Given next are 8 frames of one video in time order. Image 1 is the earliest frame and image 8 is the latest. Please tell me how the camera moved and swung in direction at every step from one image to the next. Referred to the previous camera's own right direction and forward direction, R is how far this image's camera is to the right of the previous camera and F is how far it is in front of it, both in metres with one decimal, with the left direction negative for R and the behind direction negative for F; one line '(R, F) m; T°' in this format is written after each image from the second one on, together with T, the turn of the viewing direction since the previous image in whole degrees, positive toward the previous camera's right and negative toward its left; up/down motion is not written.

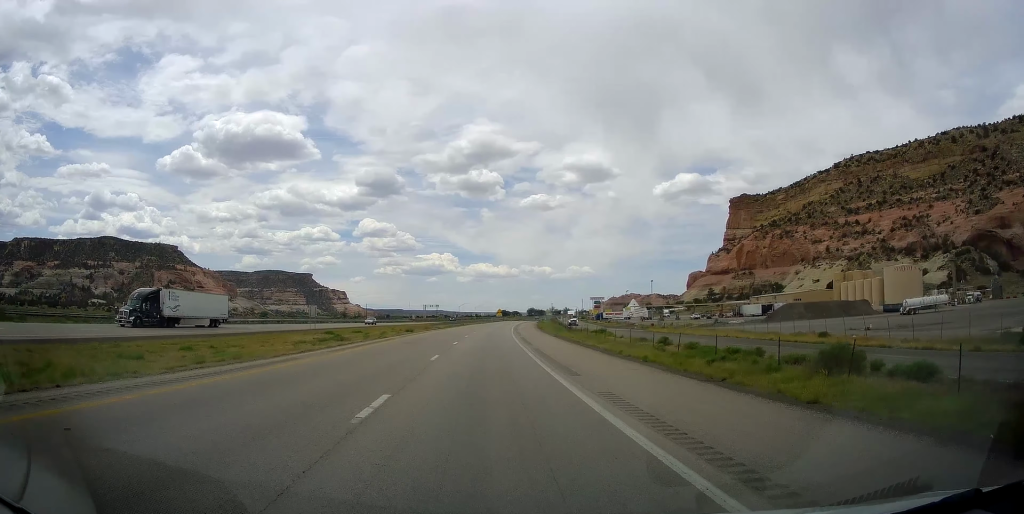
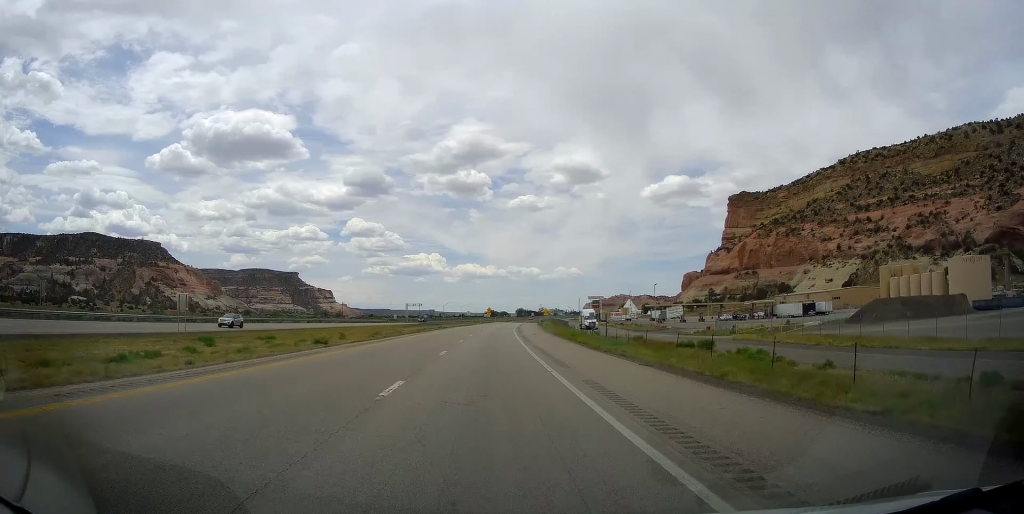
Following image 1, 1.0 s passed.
(+0.6, +34.4) m; +2°
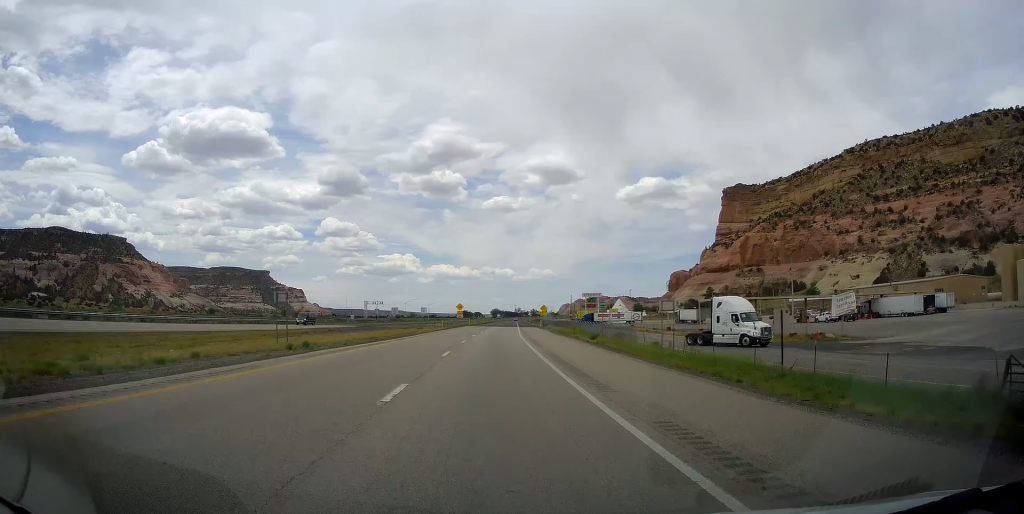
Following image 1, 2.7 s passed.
(+1.6, +61.6) m; +3°
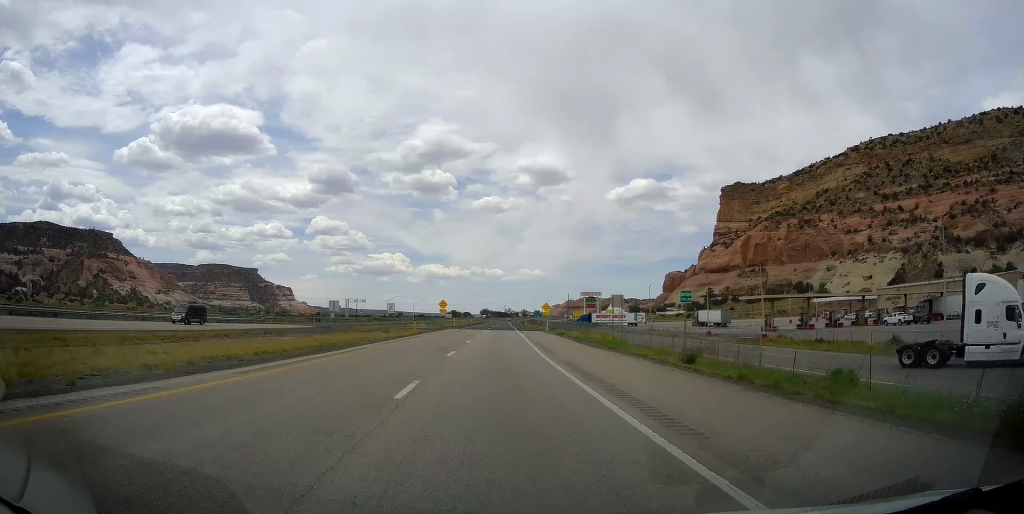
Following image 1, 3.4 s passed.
(+0.6, +23.6) m; +1°
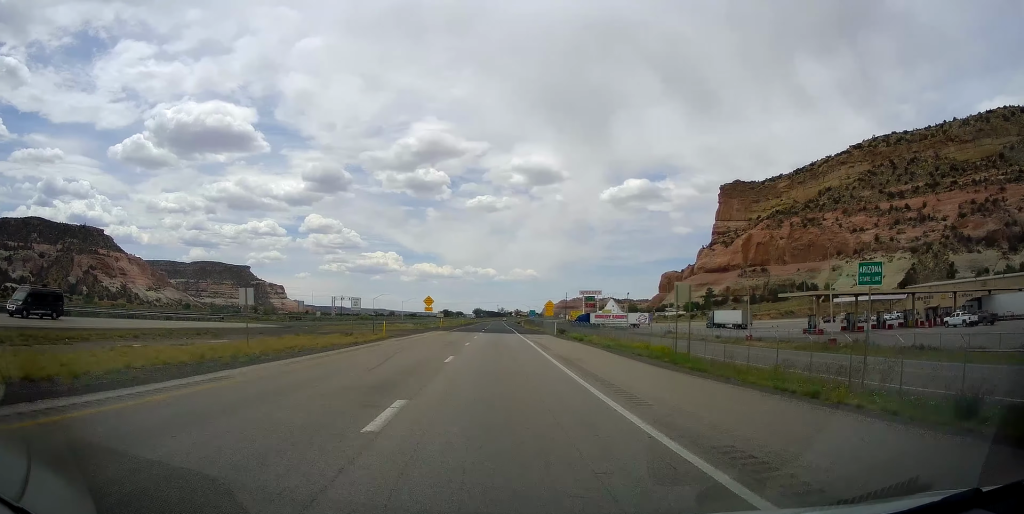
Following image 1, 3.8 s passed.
(+0.4, +15.3) m; 0°
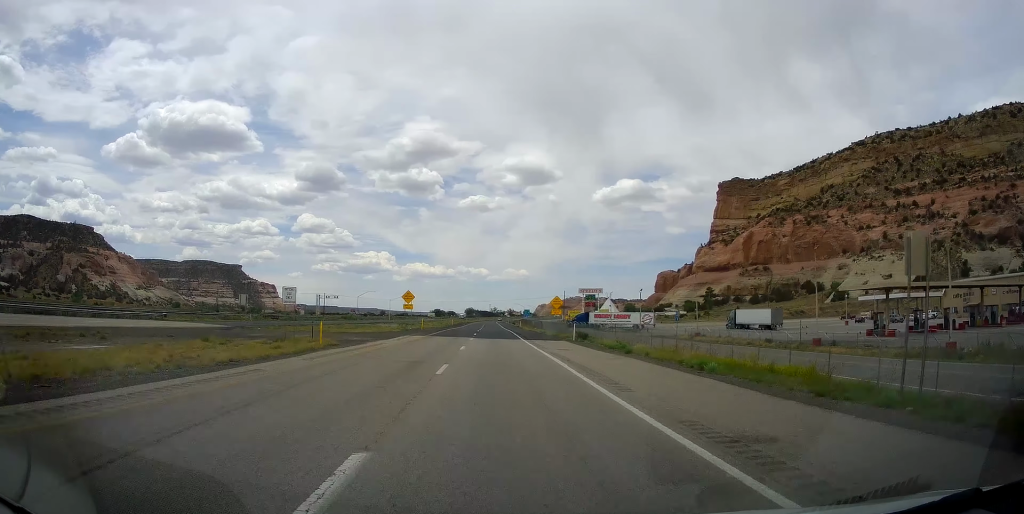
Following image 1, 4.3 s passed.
(-0.3, +16.5) m; 0°
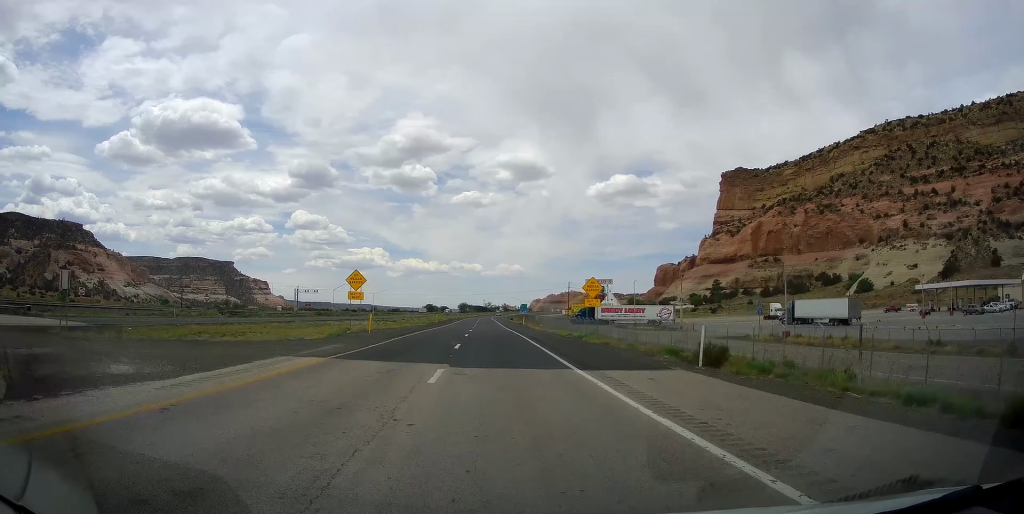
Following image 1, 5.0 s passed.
(-0.2, +27.0) m; +1°
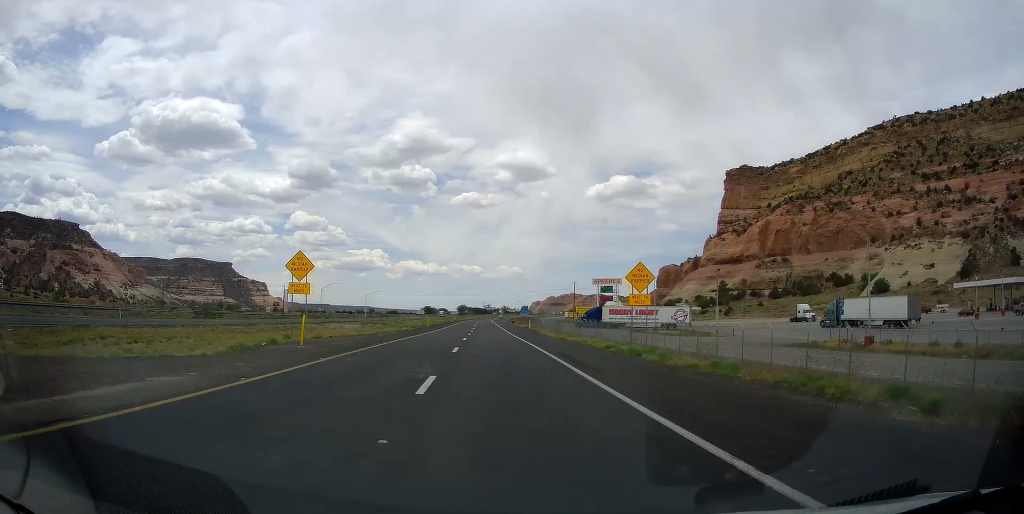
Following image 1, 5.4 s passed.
(+0.2, +14.0) m; +1°
